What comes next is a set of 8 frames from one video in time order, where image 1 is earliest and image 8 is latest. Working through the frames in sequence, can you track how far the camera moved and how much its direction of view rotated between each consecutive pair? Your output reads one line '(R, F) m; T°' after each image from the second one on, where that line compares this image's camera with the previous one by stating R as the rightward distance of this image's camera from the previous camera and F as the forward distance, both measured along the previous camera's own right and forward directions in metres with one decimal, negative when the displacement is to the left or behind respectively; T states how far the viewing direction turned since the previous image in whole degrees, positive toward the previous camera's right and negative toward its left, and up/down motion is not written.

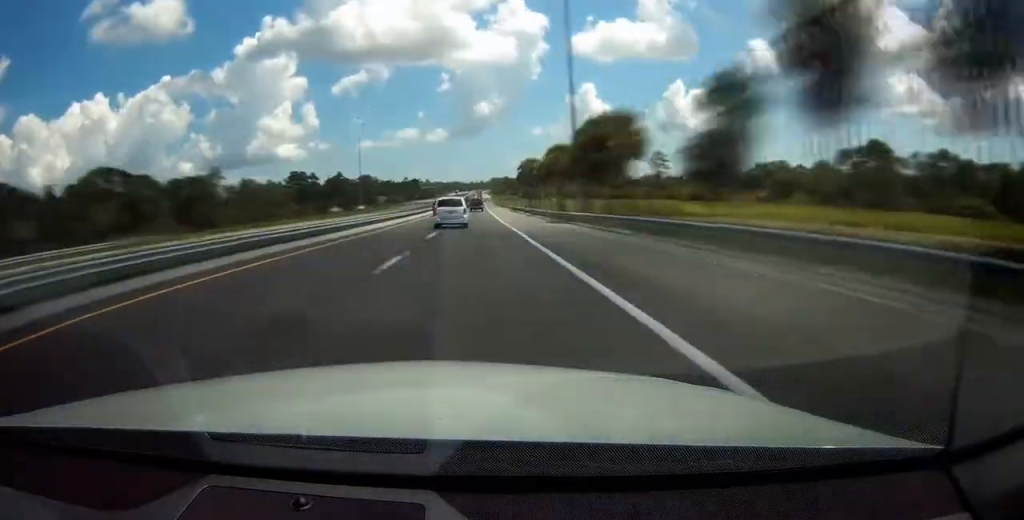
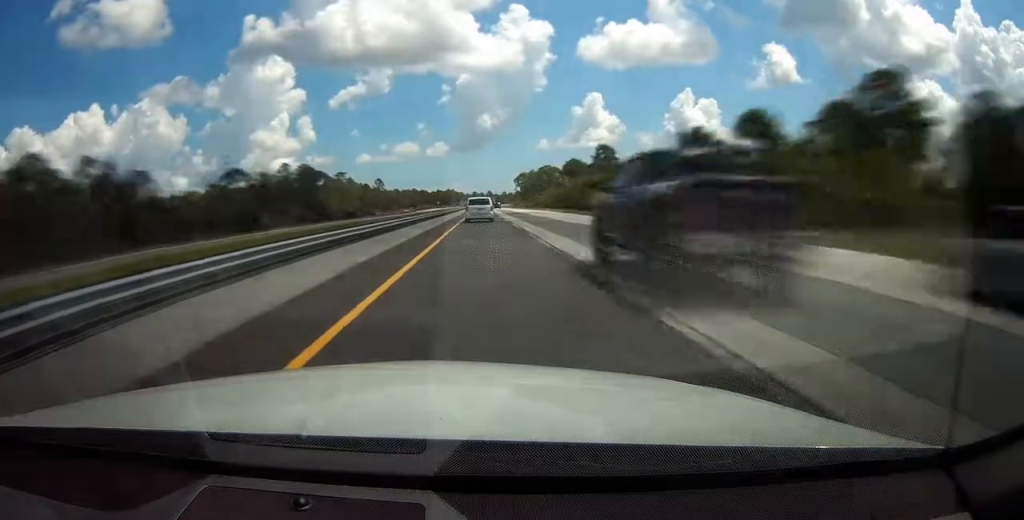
(+0.1, +359.7) m; +1°
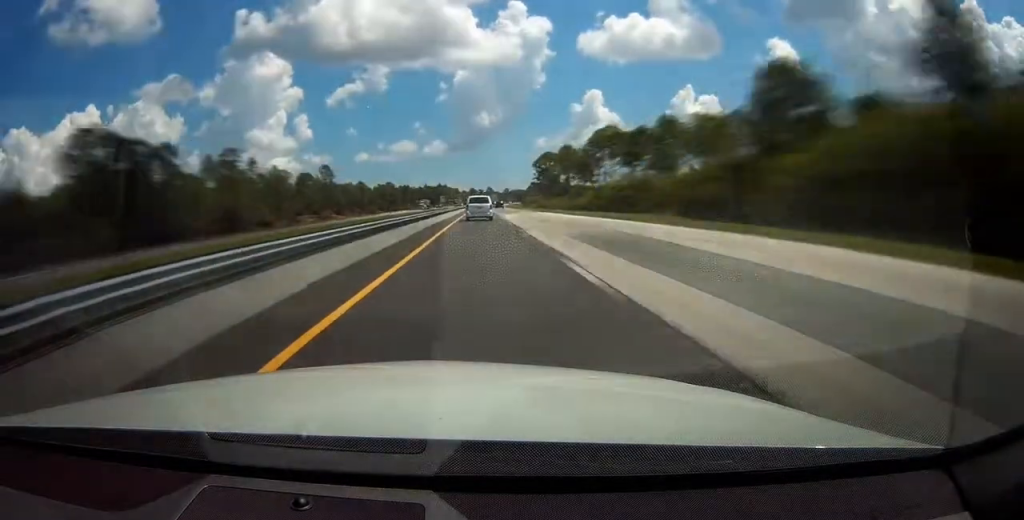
(-0.1, +97.4) m; +1°
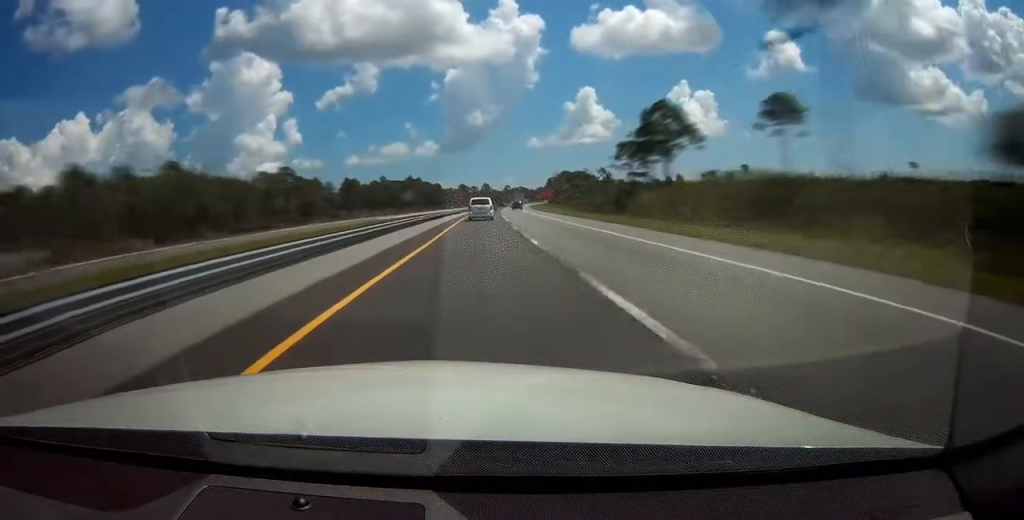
(+2.5, +157.2) m; +3°
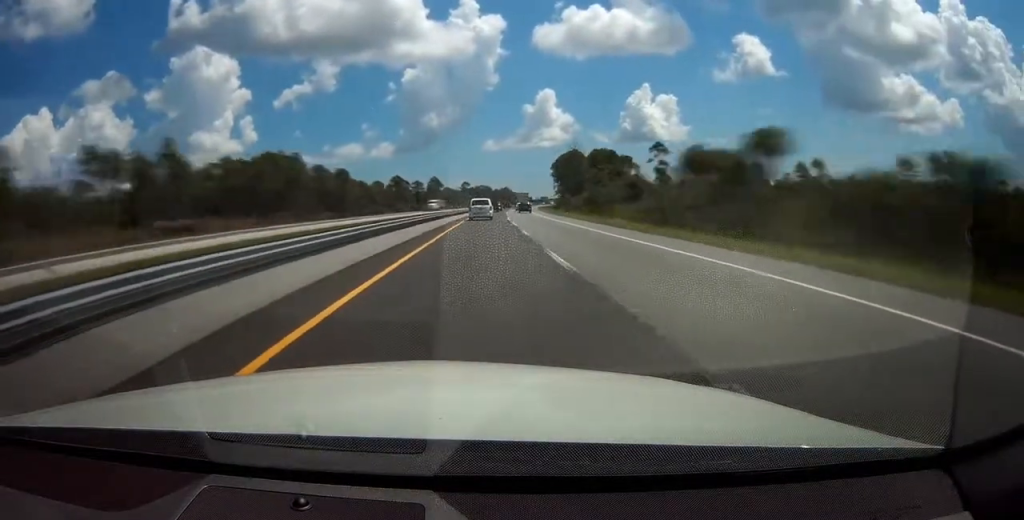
(+2.4, +155.9) m; +4°
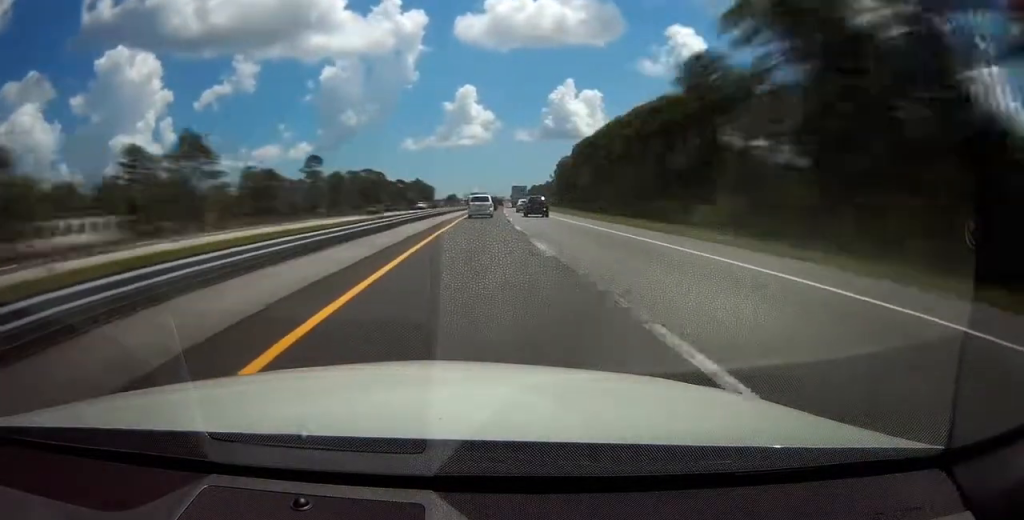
(+14.3, +244.7) m; +6°
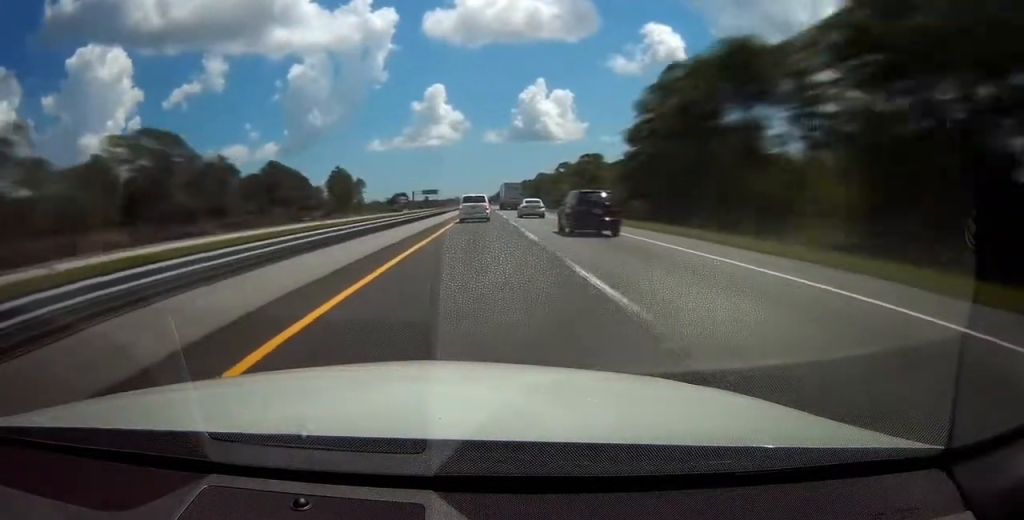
(+6.9, +138.9) m; +2°
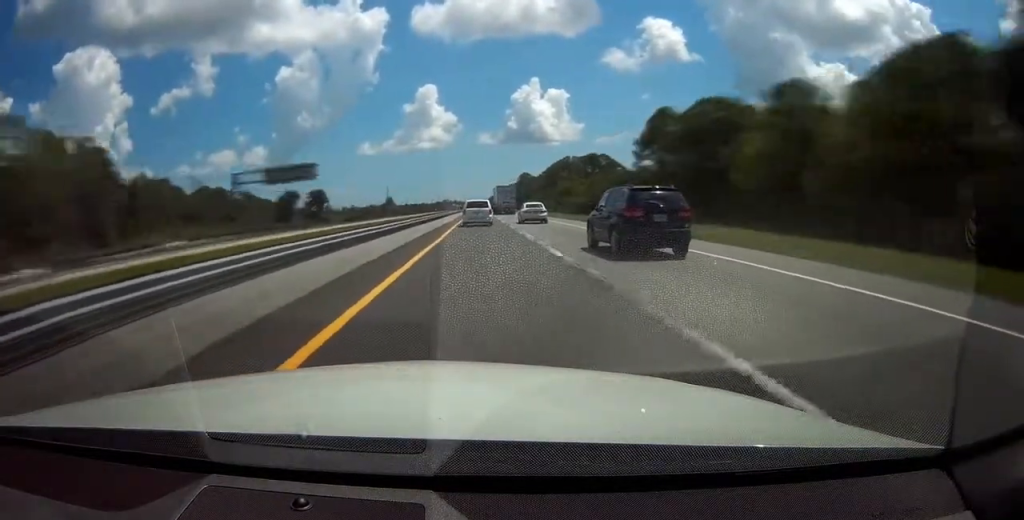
(+1.5, +193.6) m; 0°
